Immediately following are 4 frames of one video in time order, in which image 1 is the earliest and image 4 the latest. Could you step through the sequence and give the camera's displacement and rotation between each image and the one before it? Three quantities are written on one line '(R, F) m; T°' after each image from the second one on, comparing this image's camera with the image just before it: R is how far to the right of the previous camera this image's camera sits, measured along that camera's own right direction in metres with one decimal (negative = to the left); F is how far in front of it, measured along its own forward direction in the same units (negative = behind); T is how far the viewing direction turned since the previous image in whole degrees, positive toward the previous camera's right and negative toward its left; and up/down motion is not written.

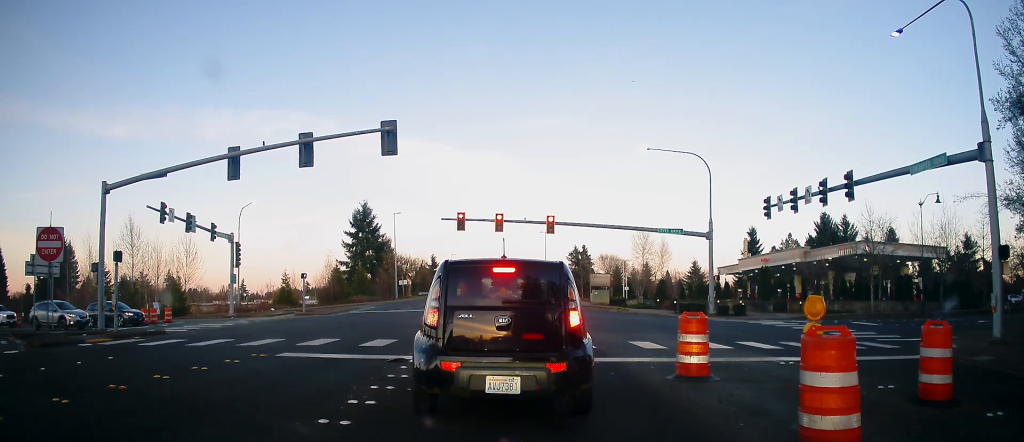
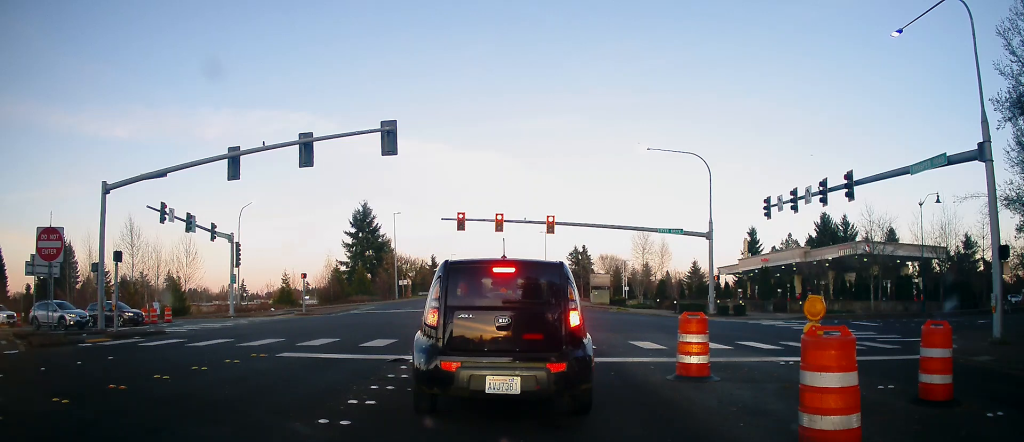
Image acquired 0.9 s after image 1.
(0.0, 0.0) m; 0°
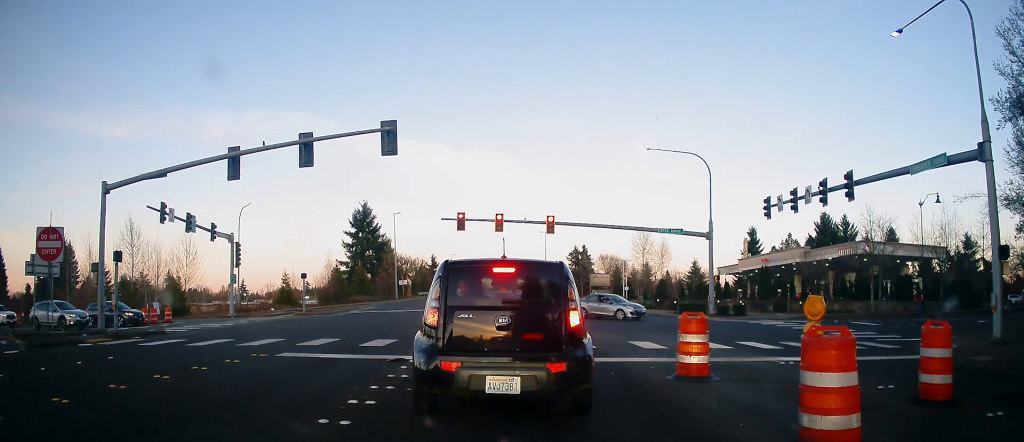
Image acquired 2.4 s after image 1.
(0.0, 0.0) m; 0°
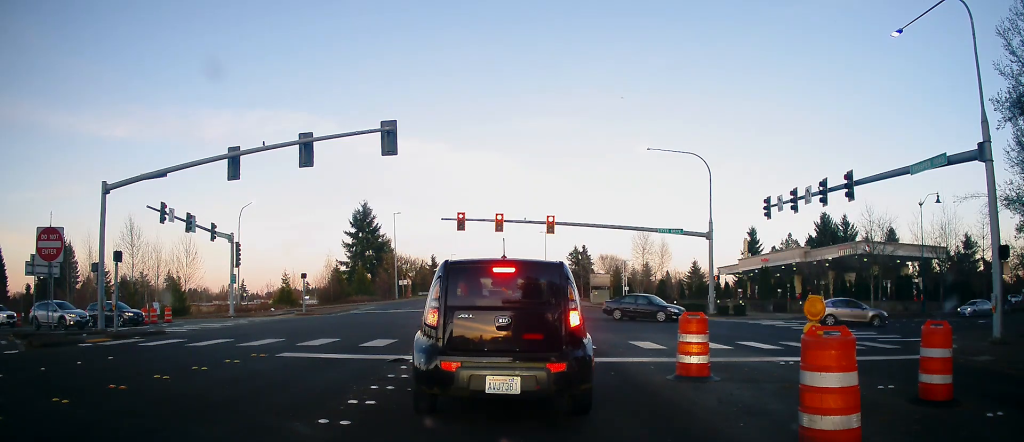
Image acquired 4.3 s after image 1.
(0.0, 0.0) m; 0°
